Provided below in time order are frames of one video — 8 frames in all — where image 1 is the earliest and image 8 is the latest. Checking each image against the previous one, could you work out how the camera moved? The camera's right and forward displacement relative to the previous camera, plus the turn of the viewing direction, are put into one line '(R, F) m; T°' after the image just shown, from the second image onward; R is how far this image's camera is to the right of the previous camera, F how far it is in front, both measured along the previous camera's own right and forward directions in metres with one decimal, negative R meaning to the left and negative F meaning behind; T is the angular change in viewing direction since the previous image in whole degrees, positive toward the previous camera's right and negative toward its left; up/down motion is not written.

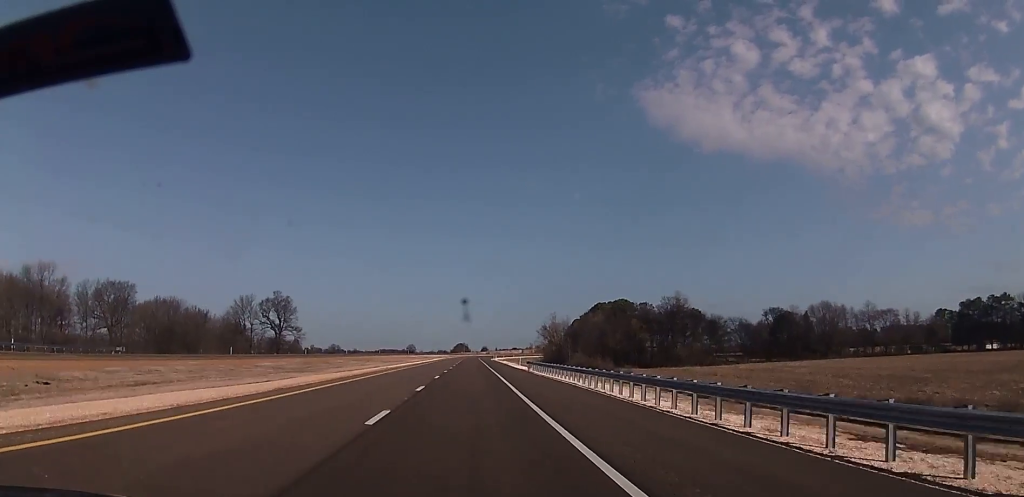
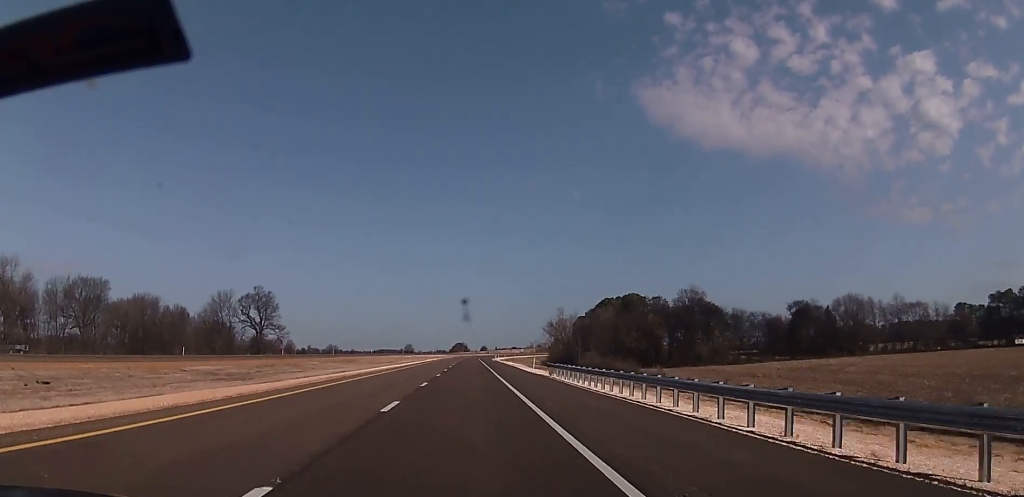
(0.0, +21.5) m; 0°
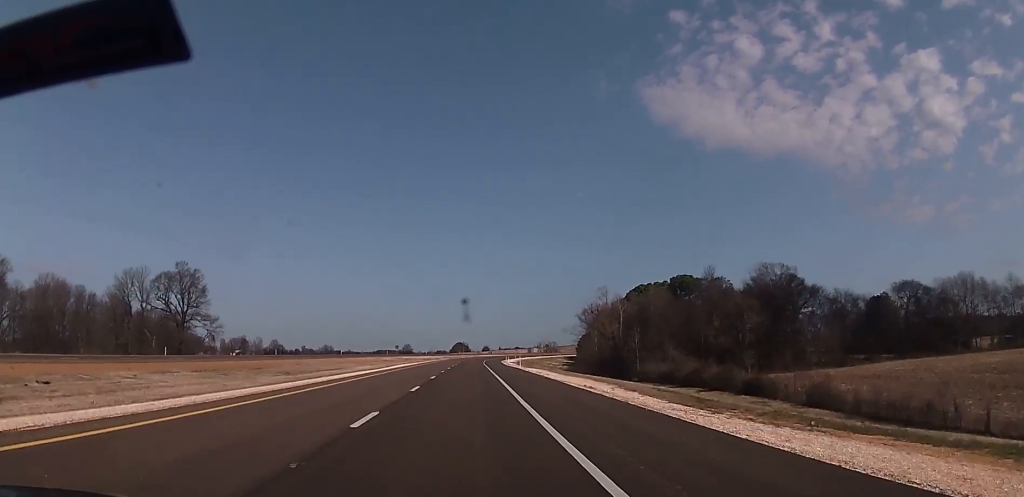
(+0.6, +64.3) m; +1°
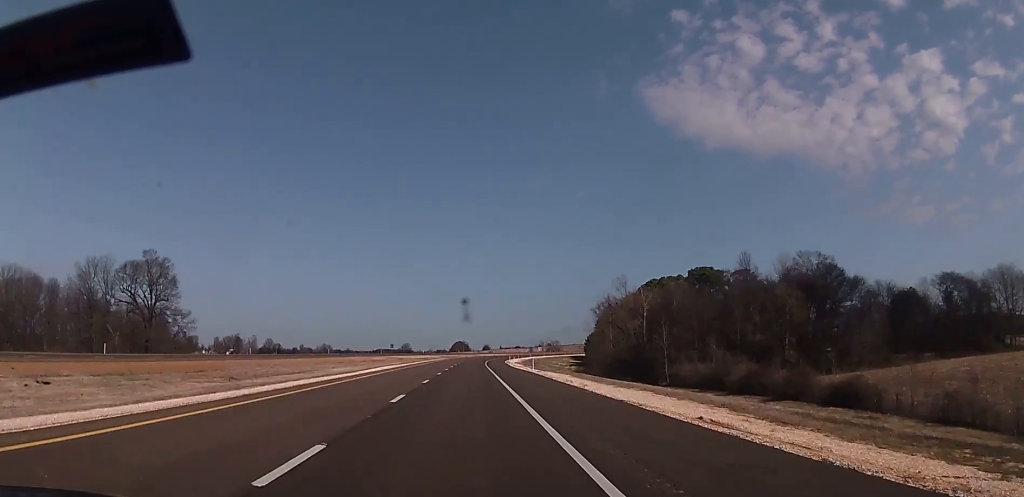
(+0.1, +17.8) m; 0°
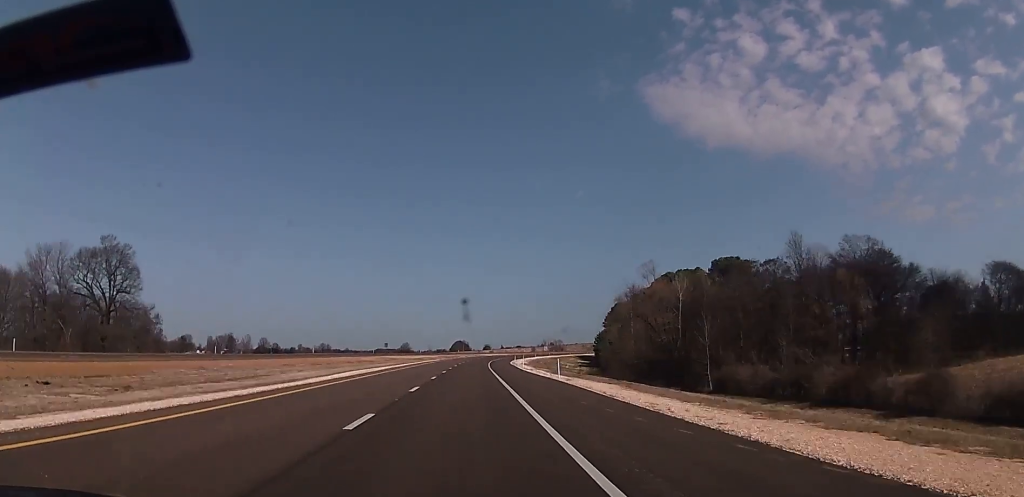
(-0.2, +19.0) m; 0°
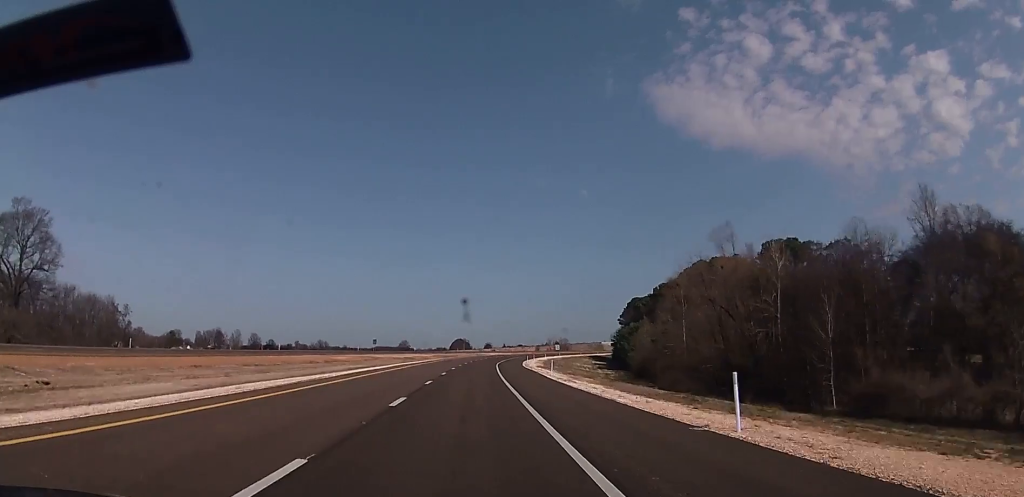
(-0.1, +30.8) m; 0°
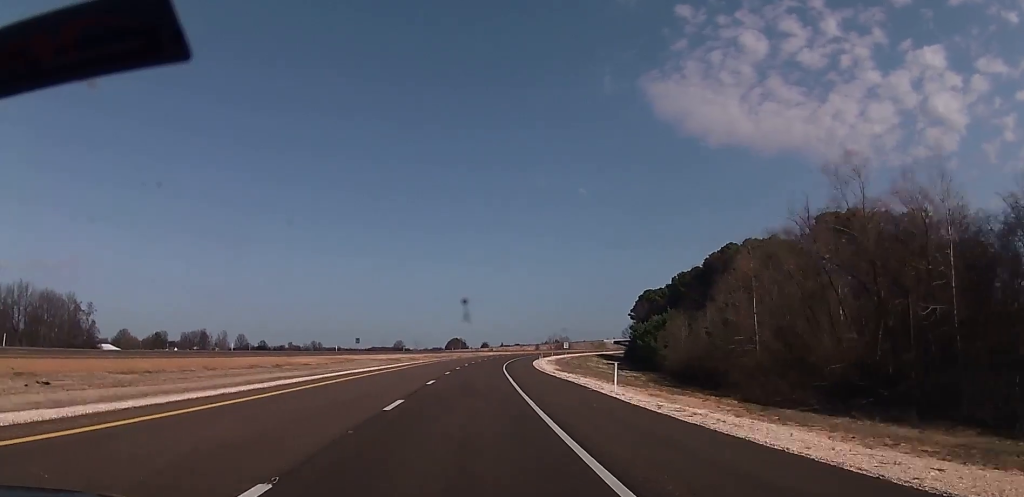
(+0.1, +26.0) m; 0°
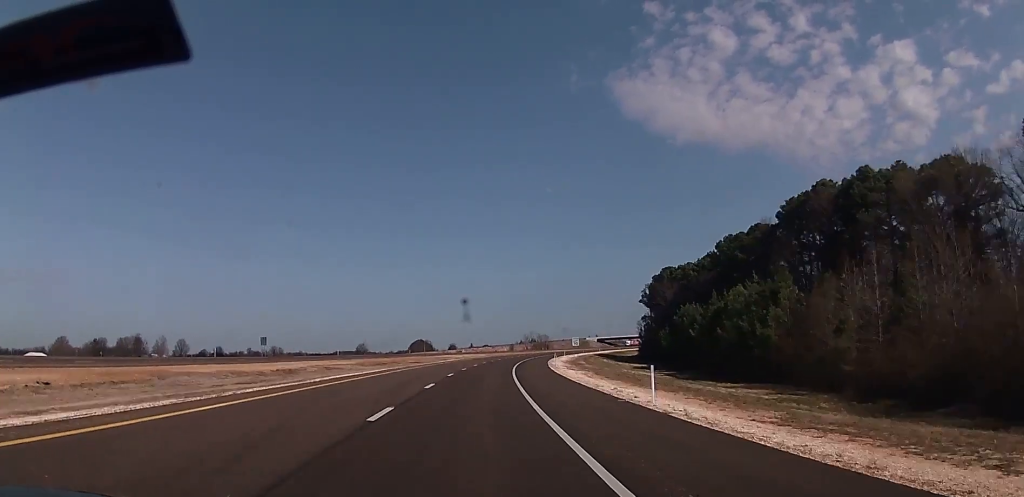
(-0.1, +62.7) m; 0°
